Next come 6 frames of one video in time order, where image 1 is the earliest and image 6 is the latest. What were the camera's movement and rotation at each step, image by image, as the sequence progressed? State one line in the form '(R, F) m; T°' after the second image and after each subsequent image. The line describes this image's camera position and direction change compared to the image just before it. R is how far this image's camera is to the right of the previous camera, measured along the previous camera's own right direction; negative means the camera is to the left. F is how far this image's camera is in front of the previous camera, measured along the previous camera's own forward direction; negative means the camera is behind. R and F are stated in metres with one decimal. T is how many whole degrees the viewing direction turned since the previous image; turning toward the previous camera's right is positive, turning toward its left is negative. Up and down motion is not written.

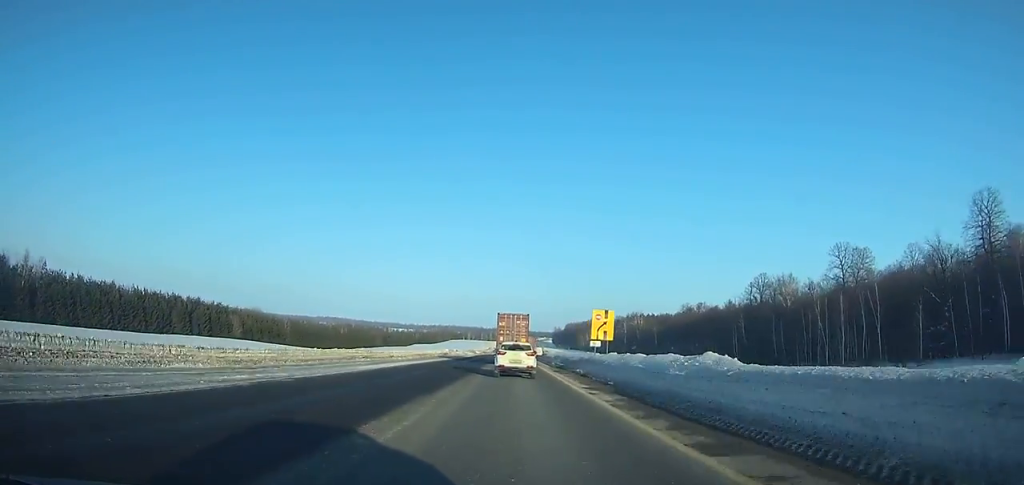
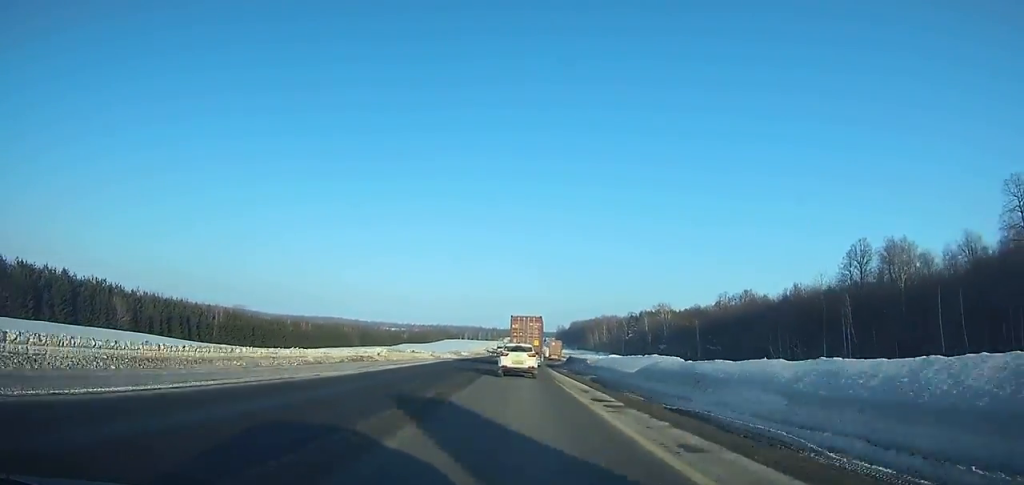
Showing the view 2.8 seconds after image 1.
(+0.3, +50.4) m; +2°
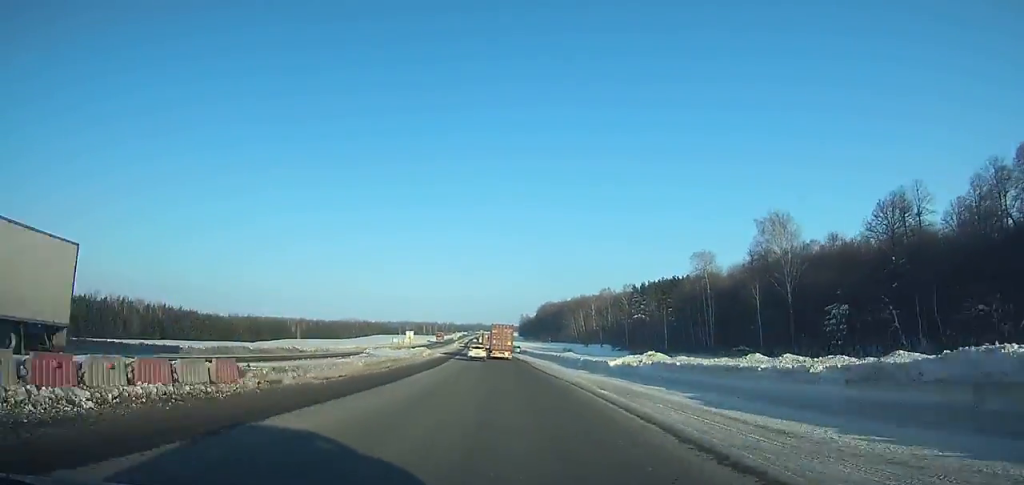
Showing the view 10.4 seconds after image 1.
(+5.3, +144.4) m; +1°
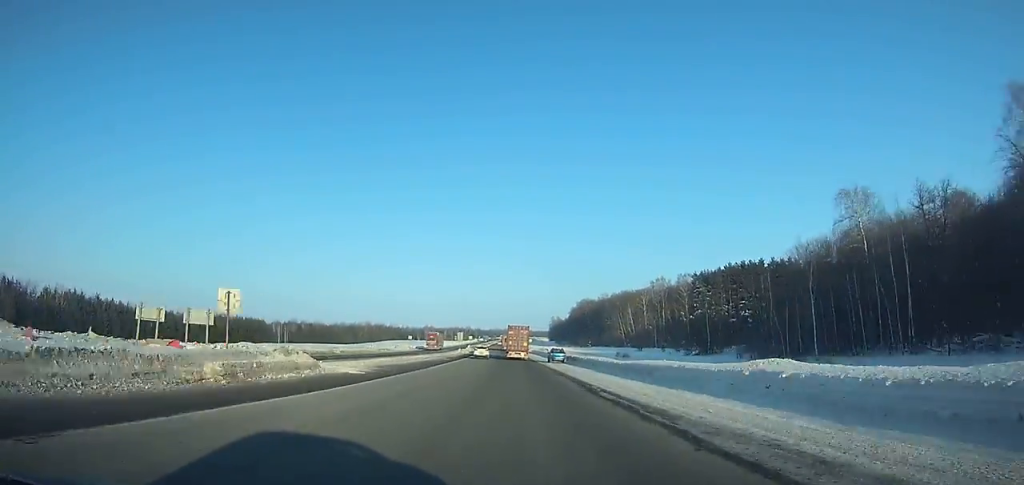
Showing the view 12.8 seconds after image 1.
(-0.9, +51.0) m; -2°
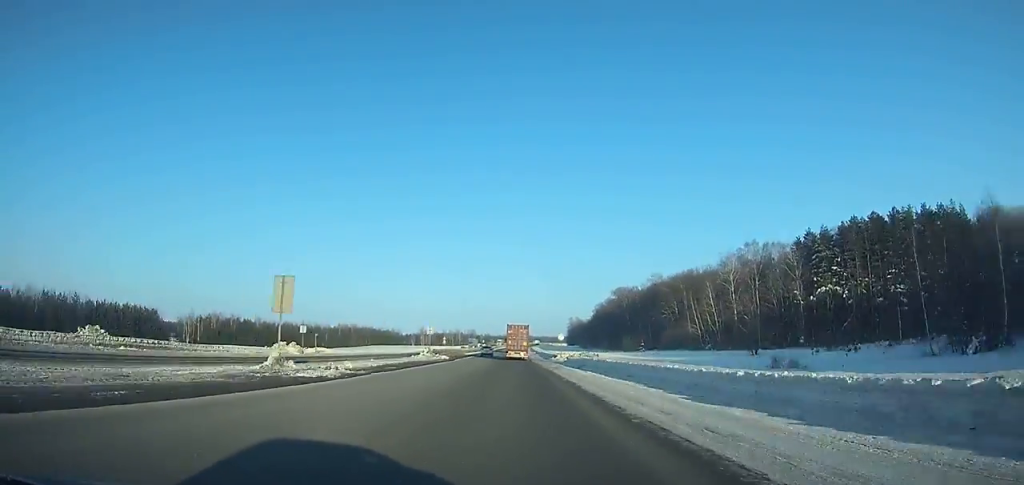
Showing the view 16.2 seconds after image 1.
(-0.9, +77.3) m; -1°
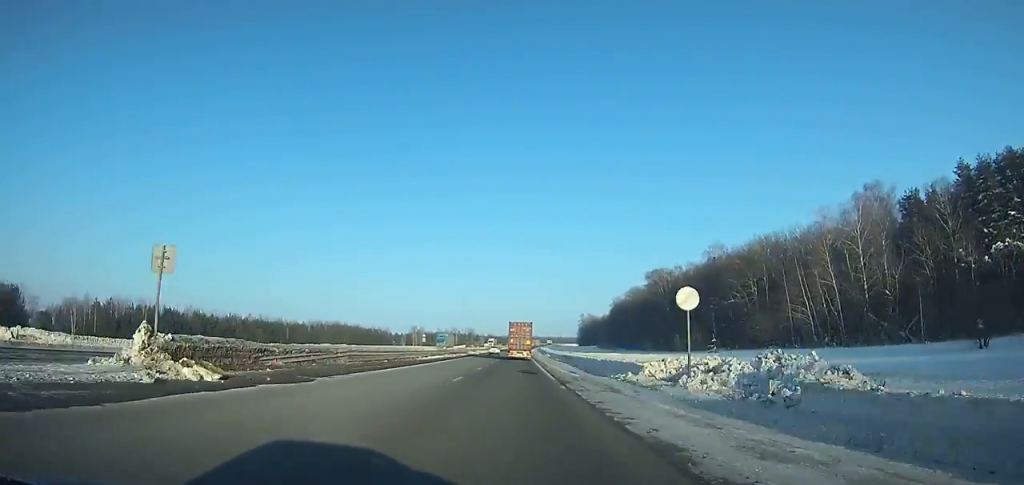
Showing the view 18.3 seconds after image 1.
(-0.2, +49.8) m; 0°
